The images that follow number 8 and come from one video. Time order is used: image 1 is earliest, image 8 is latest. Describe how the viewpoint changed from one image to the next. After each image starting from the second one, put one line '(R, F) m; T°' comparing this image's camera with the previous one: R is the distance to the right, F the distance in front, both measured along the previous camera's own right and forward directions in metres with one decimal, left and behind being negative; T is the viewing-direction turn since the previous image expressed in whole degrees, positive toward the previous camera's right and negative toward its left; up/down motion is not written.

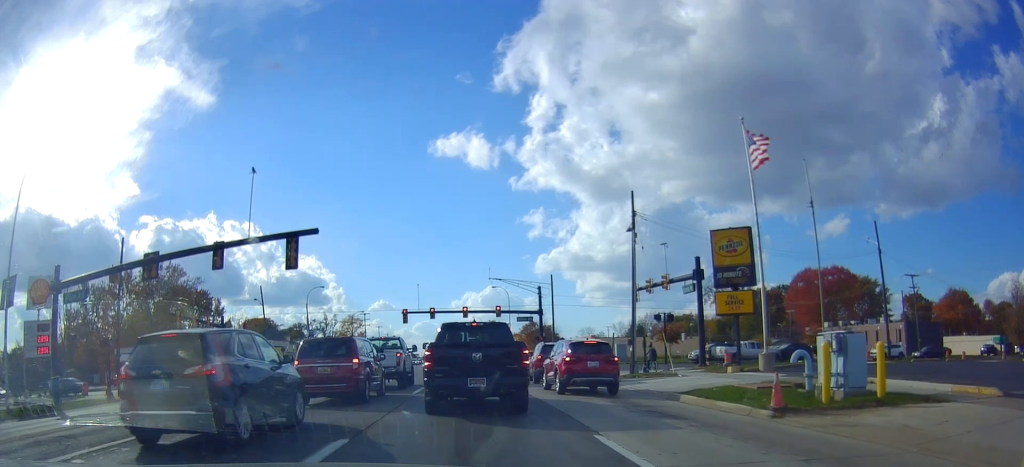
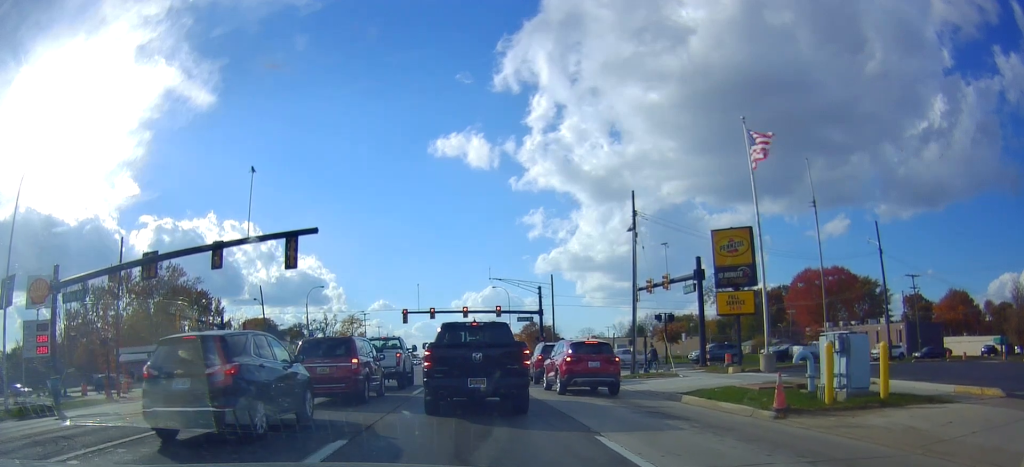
(0.0, +0.8) m; 0°
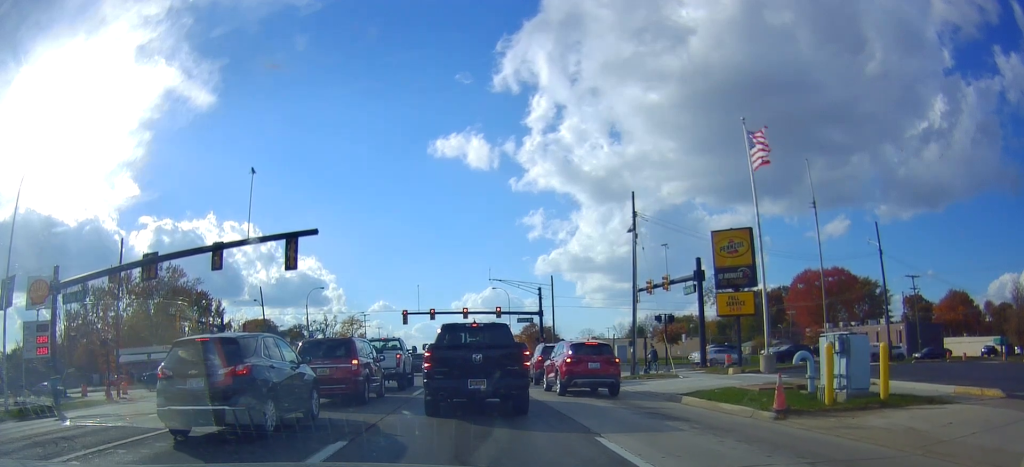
(0.0, +0.3) m; 0°
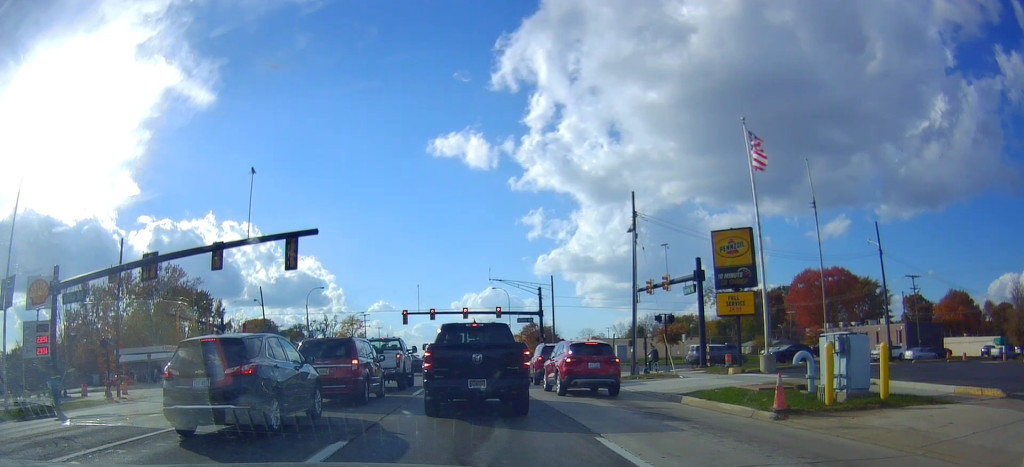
(0.0, +0.2) m; 0°
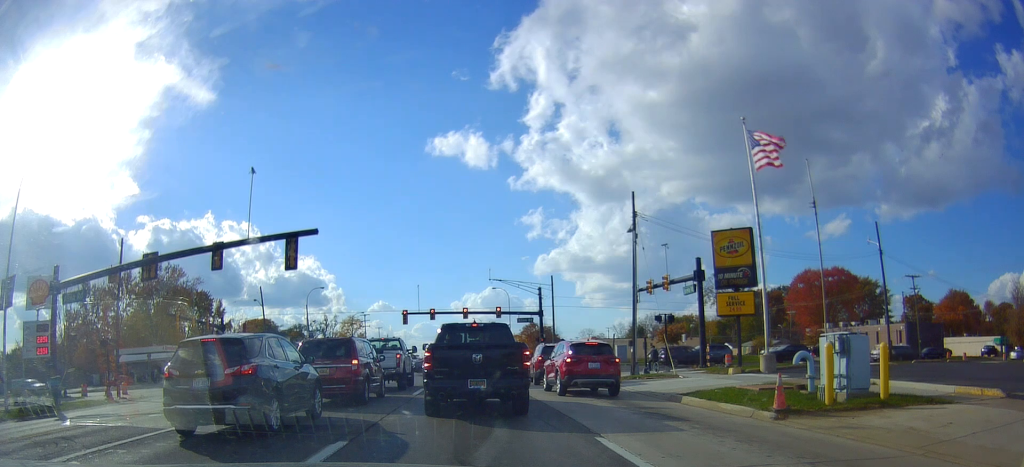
(0.0, 0.0) m; 0°
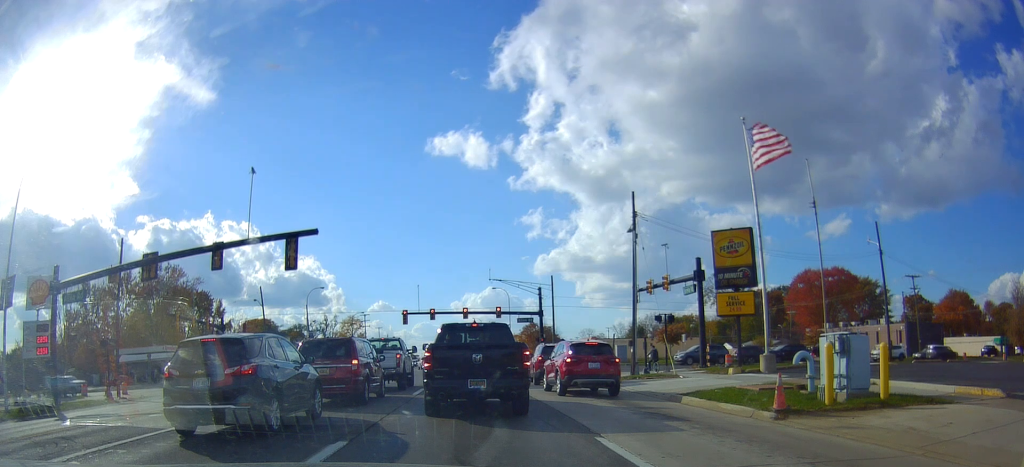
(0.0, 0.0) m; 0°
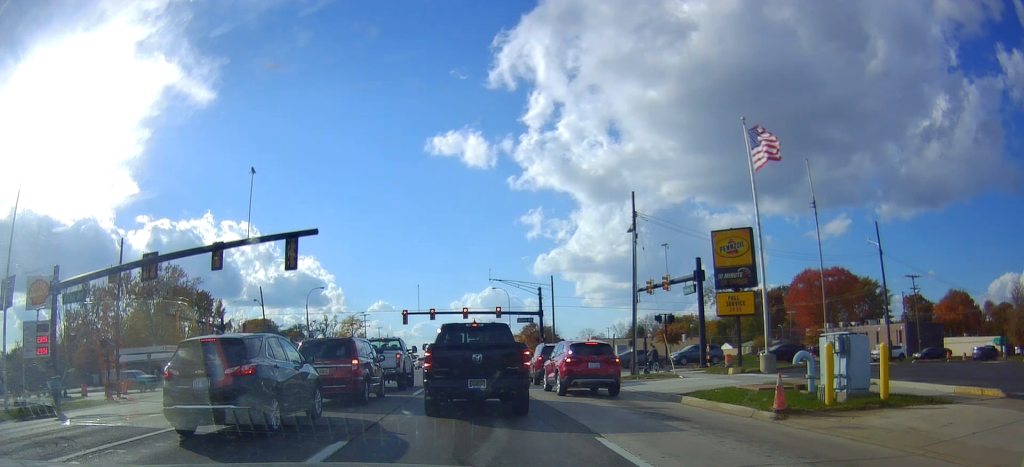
(0.0, 0.0) m; 0°
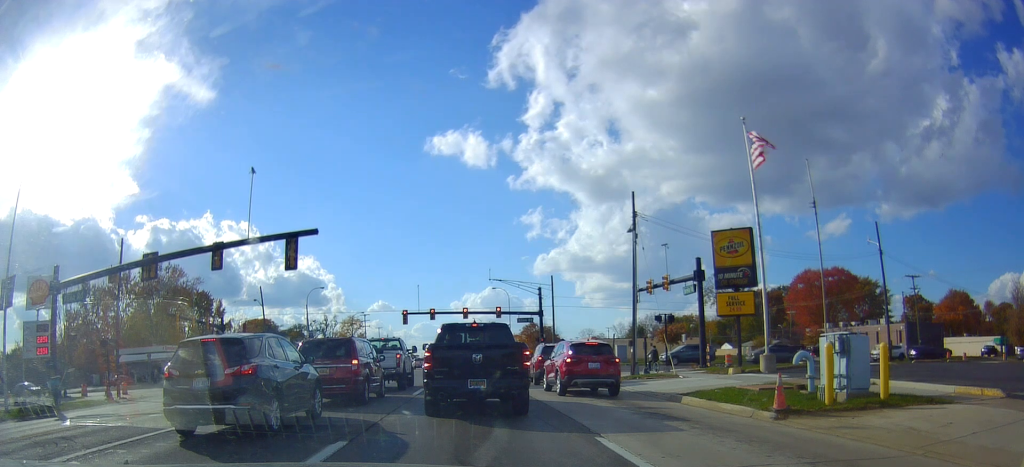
(0.0, 0.0) m; 0°
